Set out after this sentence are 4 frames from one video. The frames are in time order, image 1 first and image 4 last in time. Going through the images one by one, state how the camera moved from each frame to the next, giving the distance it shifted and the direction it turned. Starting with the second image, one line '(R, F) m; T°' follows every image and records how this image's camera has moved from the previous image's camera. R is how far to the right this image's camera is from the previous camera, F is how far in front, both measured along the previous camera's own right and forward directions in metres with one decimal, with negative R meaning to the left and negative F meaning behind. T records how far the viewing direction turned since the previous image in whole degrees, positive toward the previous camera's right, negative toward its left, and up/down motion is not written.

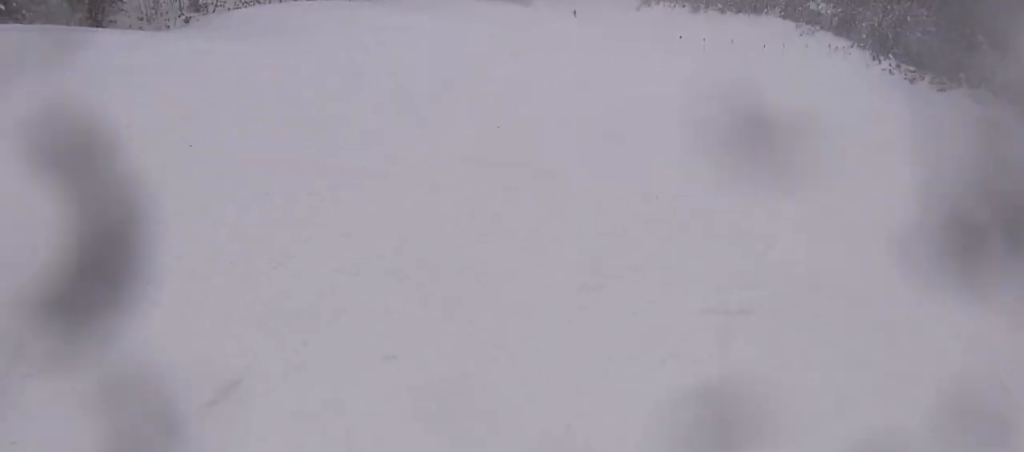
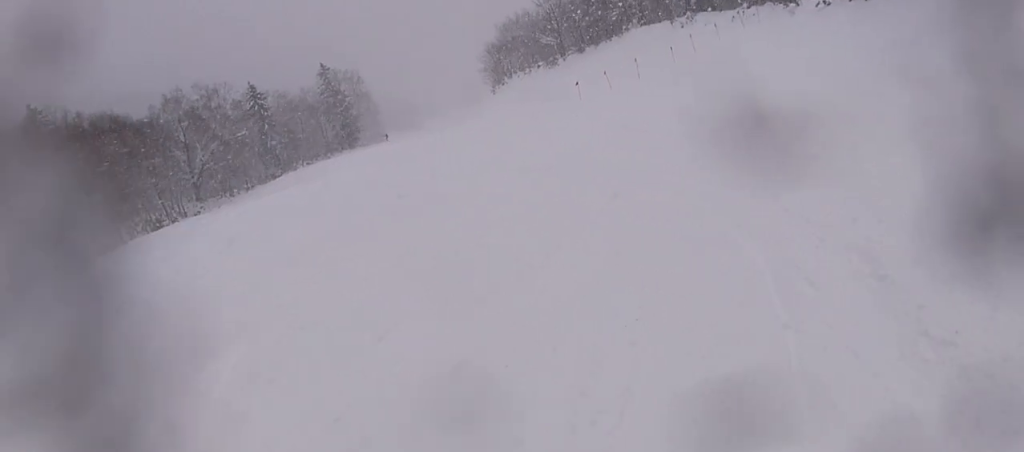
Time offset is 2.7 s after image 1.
(-5.4, +10.3) m; +1°
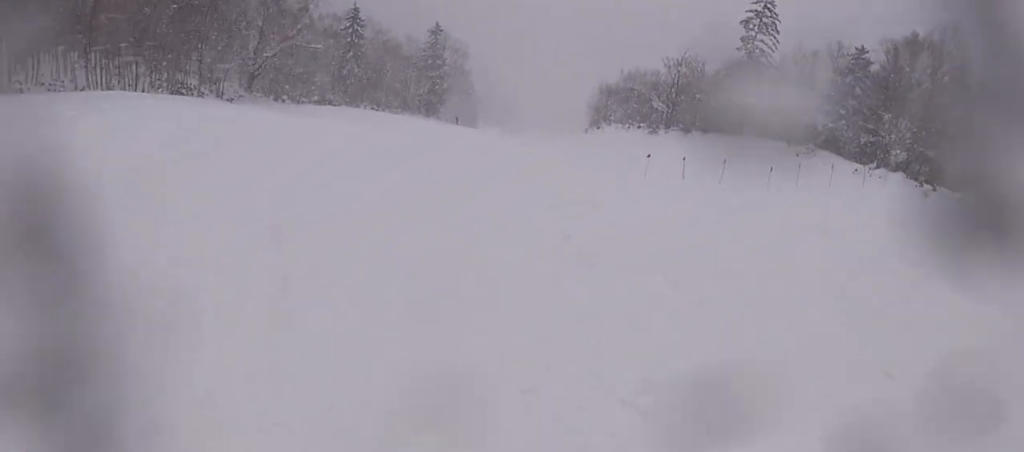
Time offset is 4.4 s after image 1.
(+0.7, +8.5) m; -11°
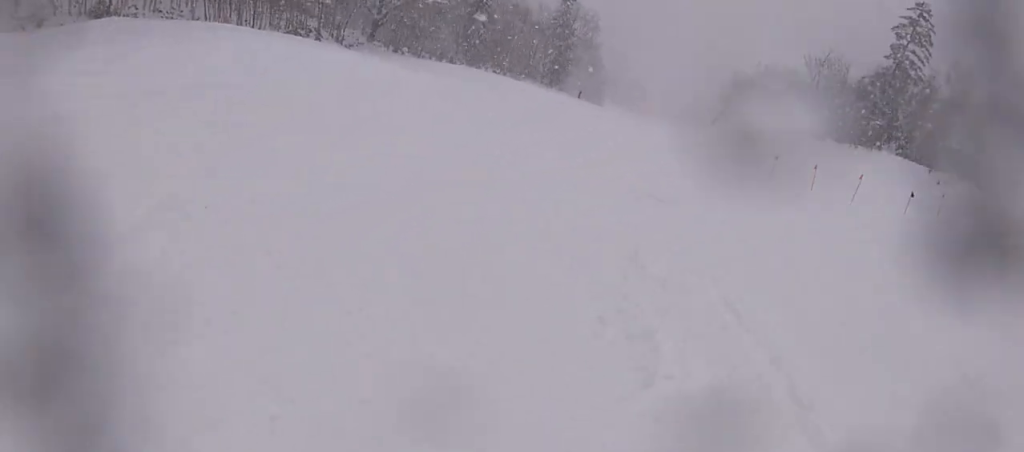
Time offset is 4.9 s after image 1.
(-0.4, +2.6) m; -9°
